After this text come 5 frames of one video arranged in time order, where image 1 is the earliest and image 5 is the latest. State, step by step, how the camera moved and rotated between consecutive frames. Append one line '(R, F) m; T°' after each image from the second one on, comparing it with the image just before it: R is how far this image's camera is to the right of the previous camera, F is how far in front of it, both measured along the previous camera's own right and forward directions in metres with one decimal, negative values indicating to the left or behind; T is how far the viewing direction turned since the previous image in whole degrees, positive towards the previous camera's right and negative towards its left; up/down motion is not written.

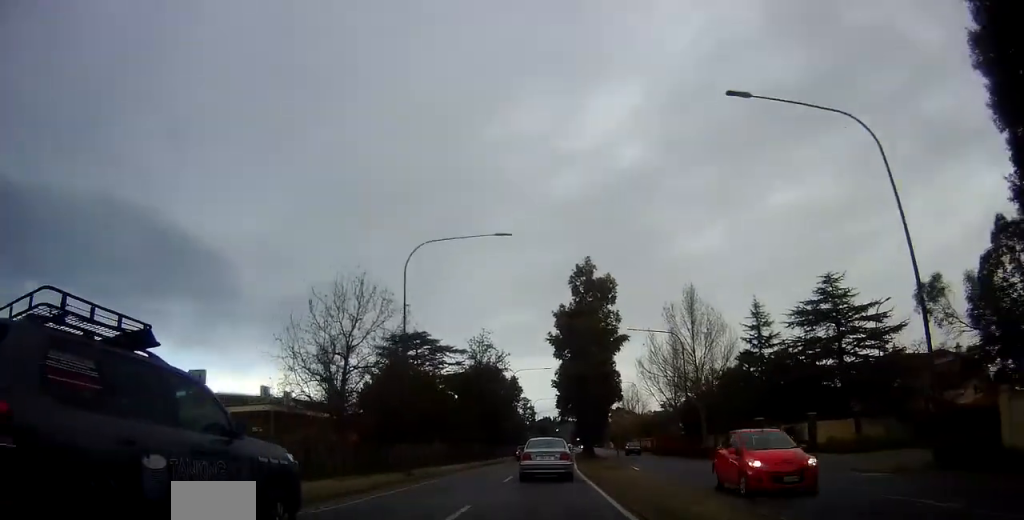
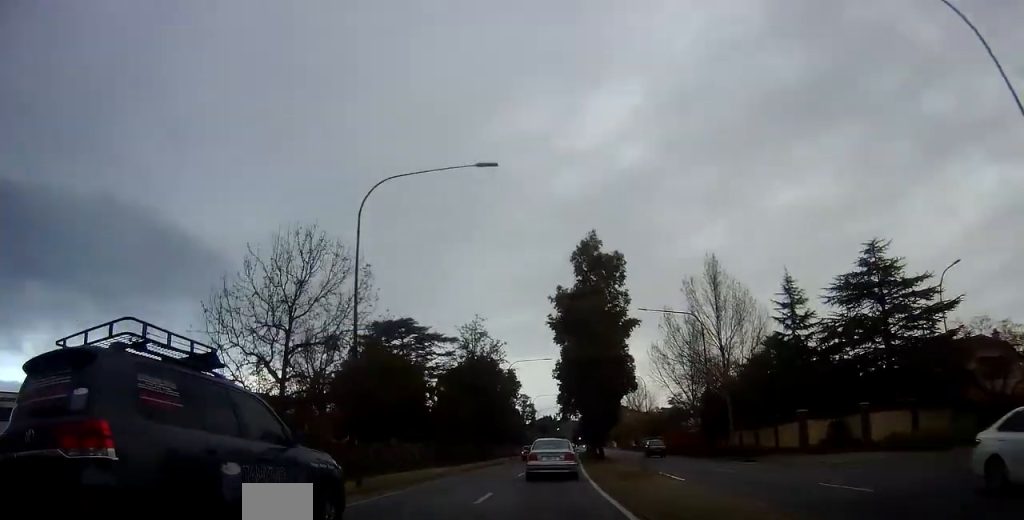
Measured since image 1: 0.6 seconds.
(-0.2, +7.8) m; -1°
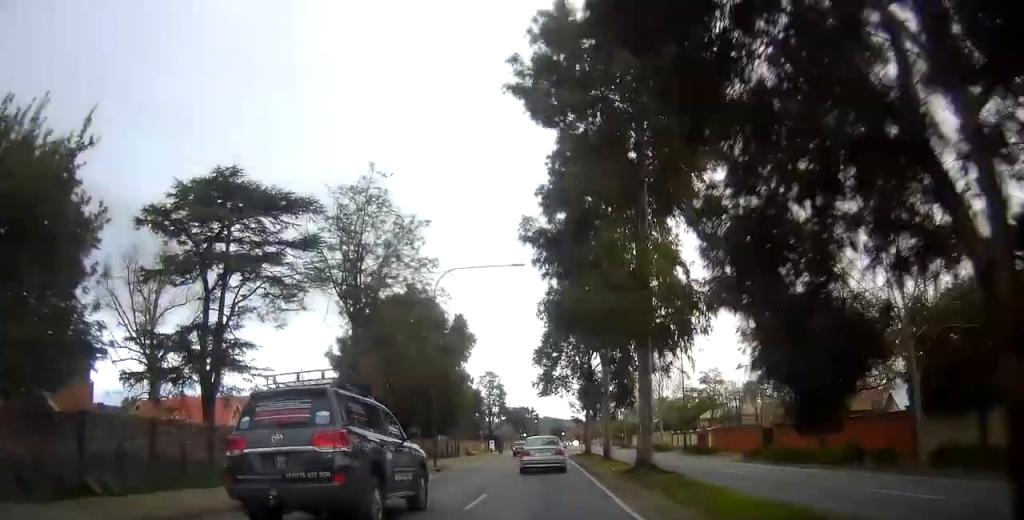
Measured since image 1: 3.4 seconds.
(+1.3, +37.7) m; +4°
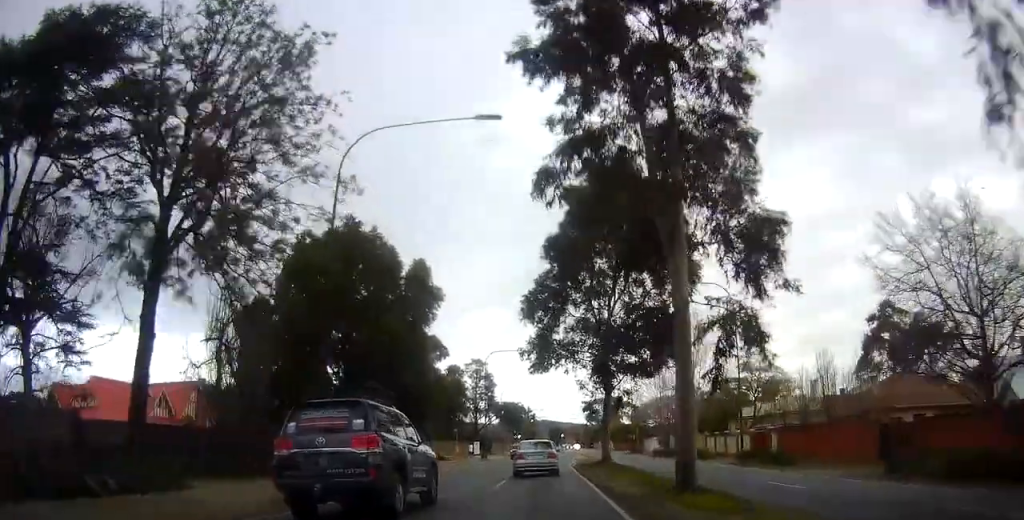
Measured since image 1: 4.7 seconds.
(-0.4, +17.3) m; -1°
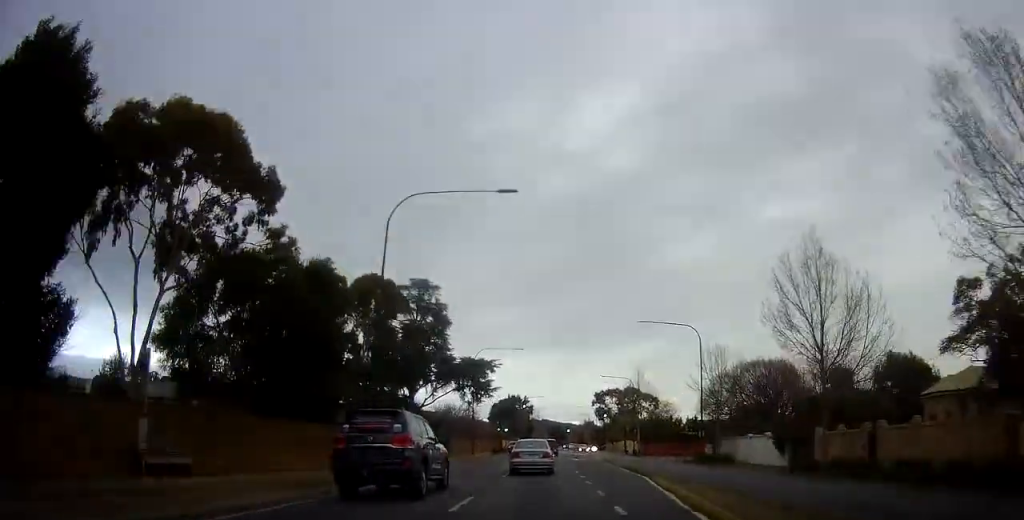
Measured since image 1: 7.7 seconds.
(-0.2, +42.3) m; +1°
